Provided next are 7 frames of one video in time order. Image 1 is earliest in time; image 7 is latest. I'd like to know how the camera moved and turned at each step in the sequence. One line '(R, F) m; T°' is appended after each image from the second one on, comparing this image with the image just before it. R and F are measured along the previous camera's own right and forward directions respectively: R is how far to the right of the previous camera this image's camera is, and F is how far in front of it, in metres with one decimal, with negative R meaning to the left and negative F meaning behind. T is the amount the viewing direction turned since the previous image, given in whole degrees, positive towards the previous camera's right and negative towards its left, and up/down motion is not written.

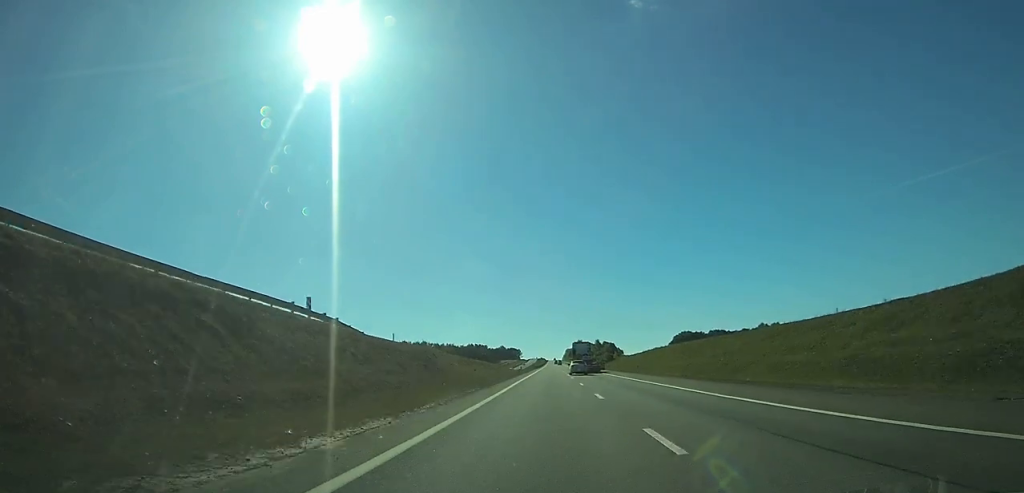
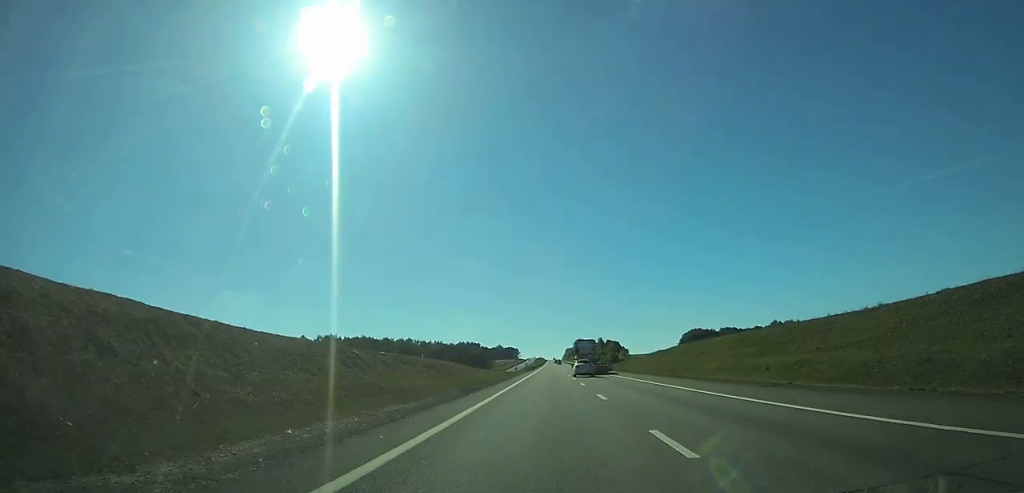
(0.0, +36.2) m; 0°
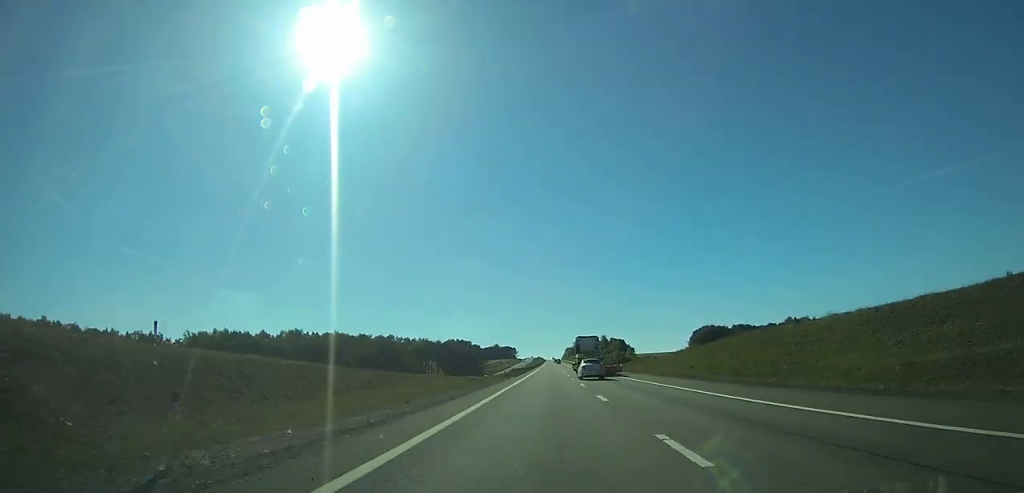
(0.0, +36.3) m; 0°
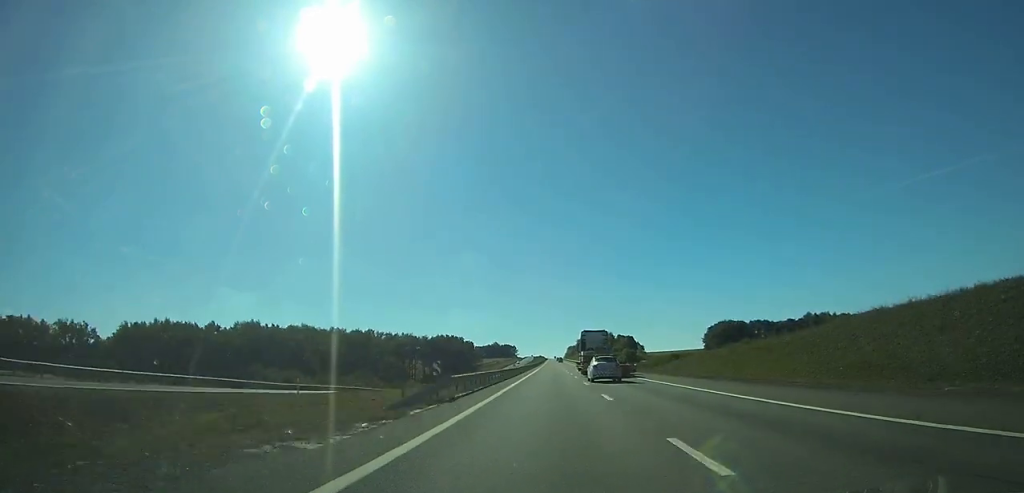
(+0.2, +36.4) m; 0°
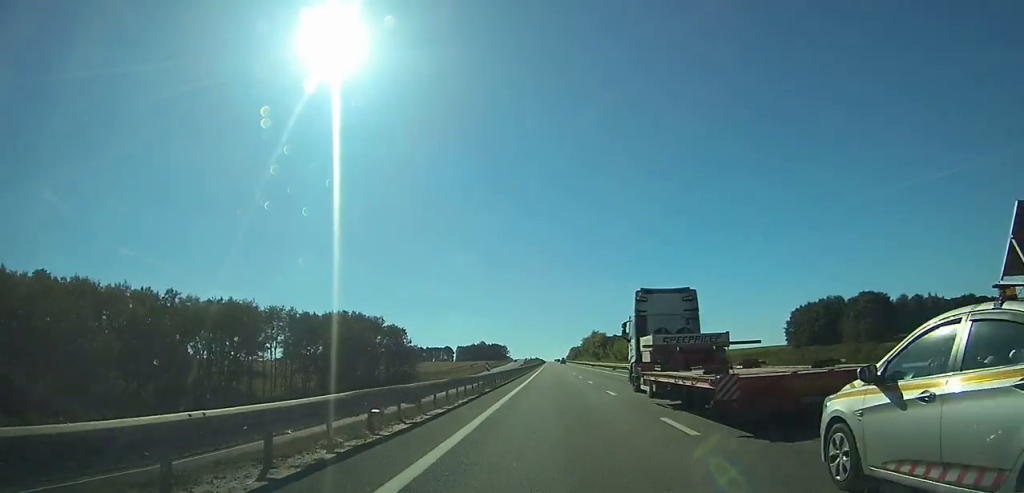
(-0.5, +140.9) m; 0°
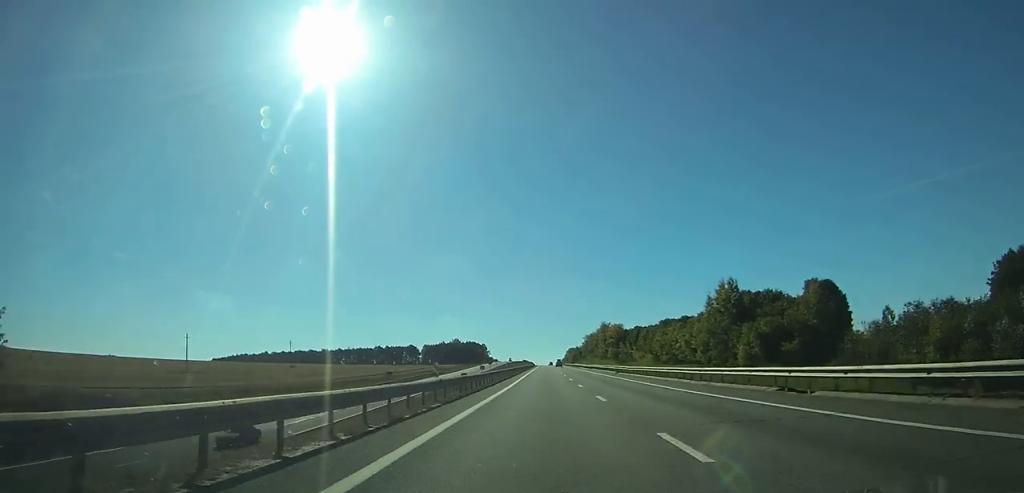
(+0.7, +135.1) m; +1°
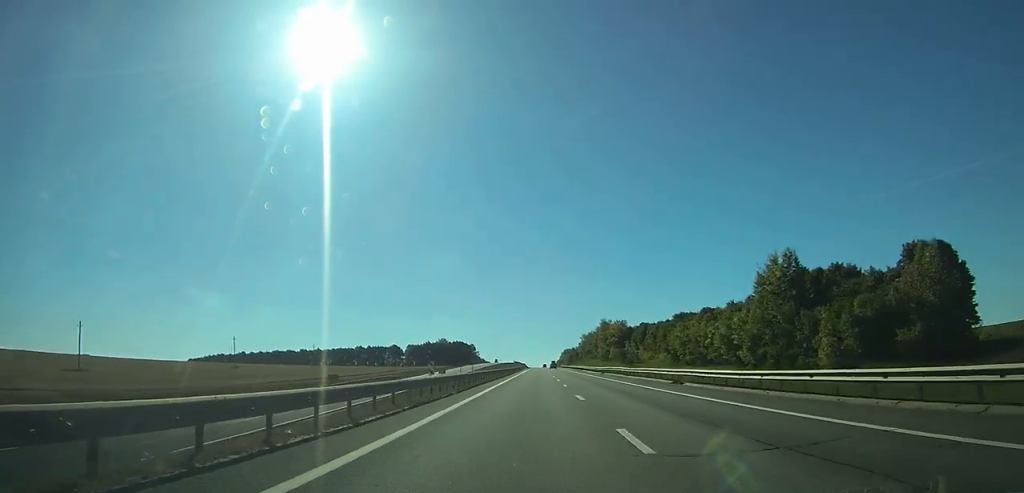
(+0.1, +35.3) m; 0°
